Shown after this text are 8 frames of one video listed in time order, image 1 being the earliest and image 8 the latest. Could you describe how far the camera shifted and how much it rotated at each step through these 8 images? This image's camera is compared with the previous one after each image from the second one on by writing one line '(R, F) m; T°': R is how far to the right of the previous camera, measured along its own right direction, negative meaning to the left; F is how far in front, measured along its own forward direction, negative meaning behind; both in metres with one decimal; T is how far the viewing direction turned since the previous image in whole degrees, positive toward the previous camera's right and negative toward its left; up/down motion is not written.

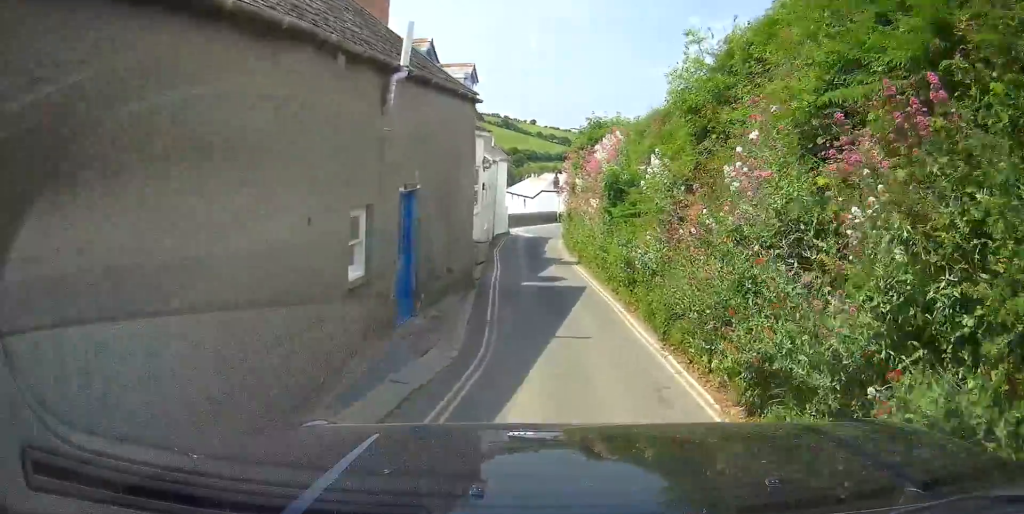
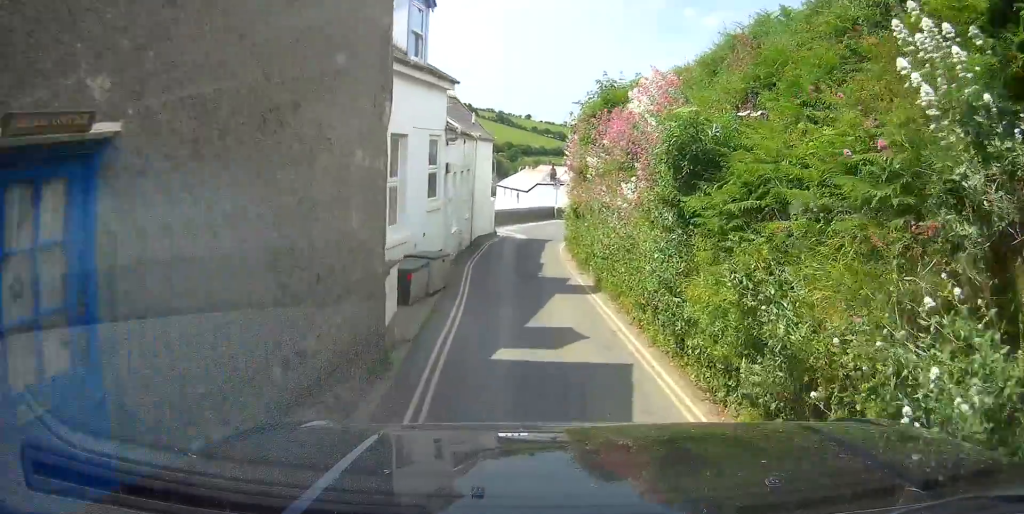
(+0.1, +7.3) m; +1°
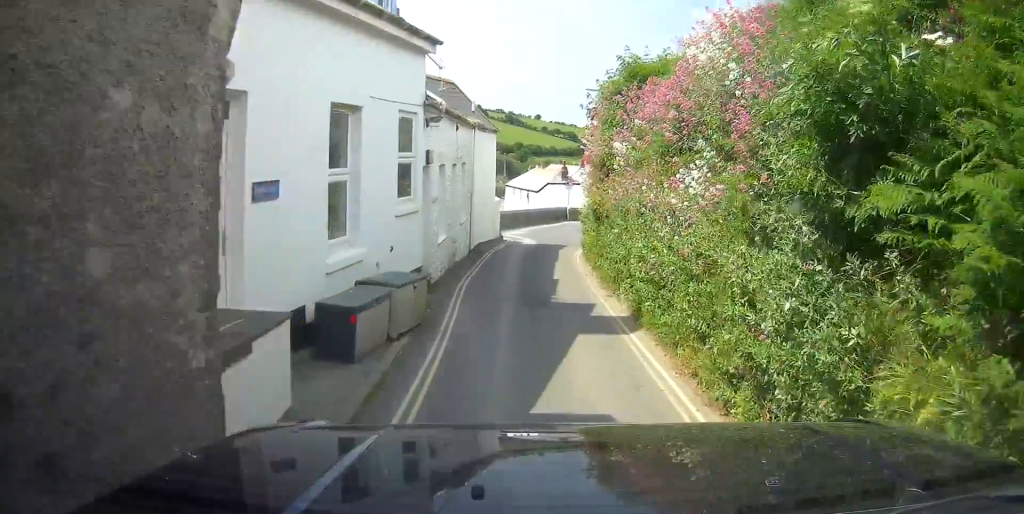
(0.0, +3.8) m; 0°
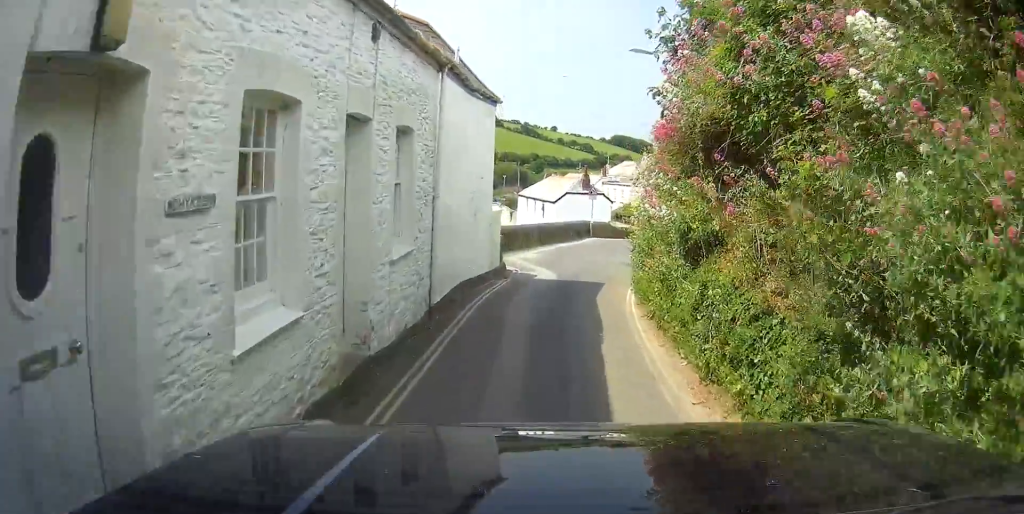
(+0.1, +11.1) m; +2°
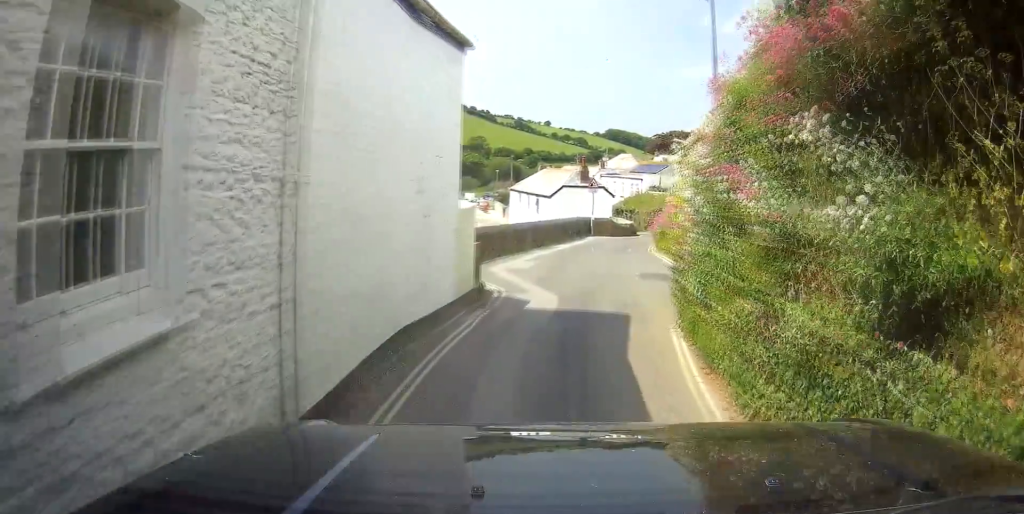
(+0.1, +6.6) m; +2°
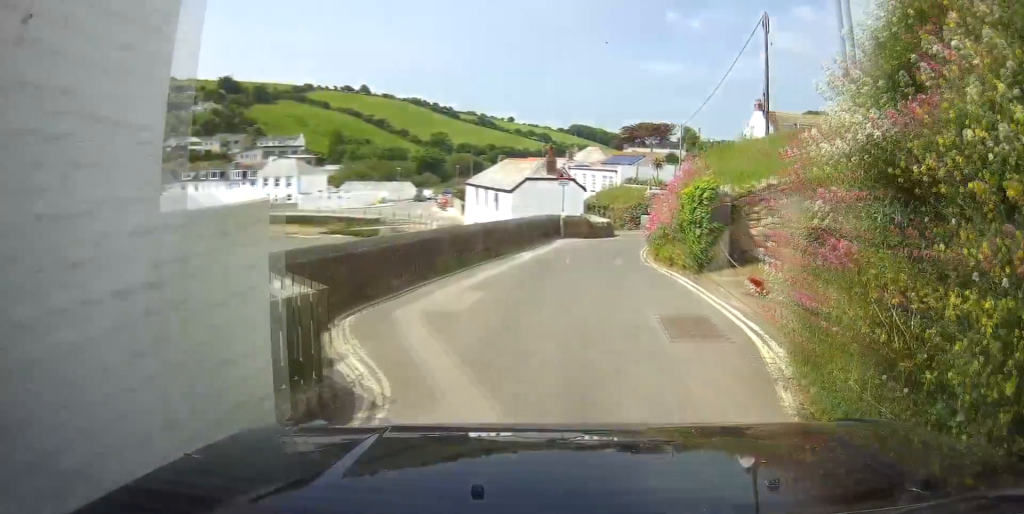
(+0.3, +9.6) m; +5°
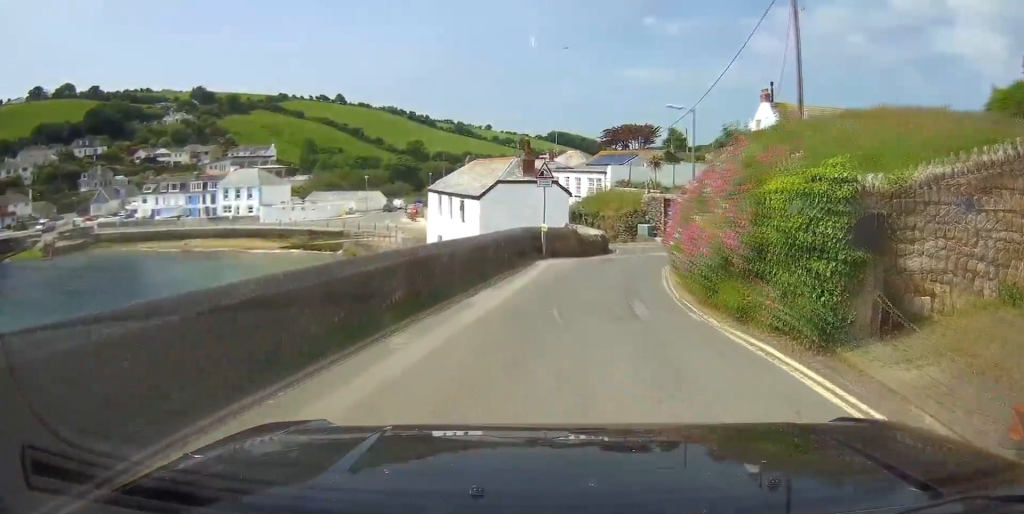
(+0.6, +10.7) m; +3°
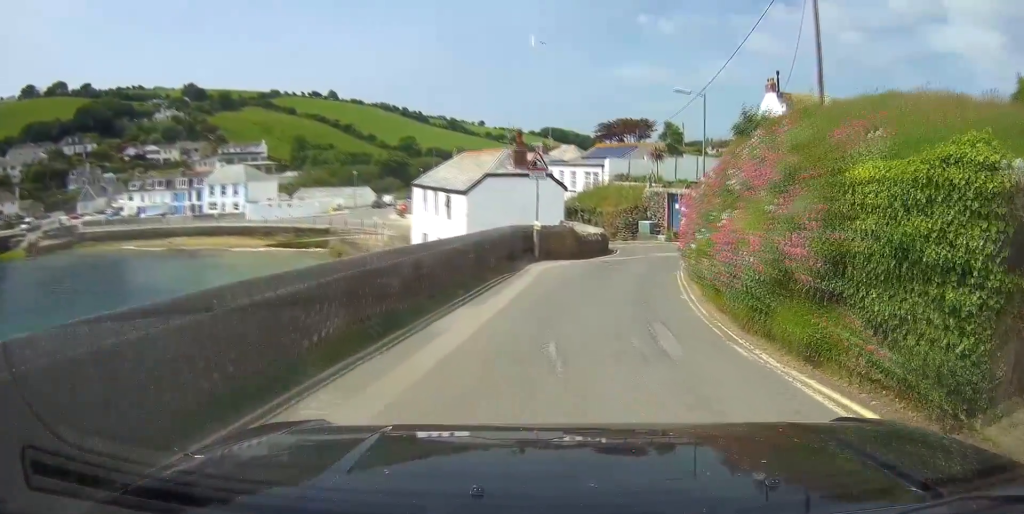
(0.0, +3.5) m; 0°
